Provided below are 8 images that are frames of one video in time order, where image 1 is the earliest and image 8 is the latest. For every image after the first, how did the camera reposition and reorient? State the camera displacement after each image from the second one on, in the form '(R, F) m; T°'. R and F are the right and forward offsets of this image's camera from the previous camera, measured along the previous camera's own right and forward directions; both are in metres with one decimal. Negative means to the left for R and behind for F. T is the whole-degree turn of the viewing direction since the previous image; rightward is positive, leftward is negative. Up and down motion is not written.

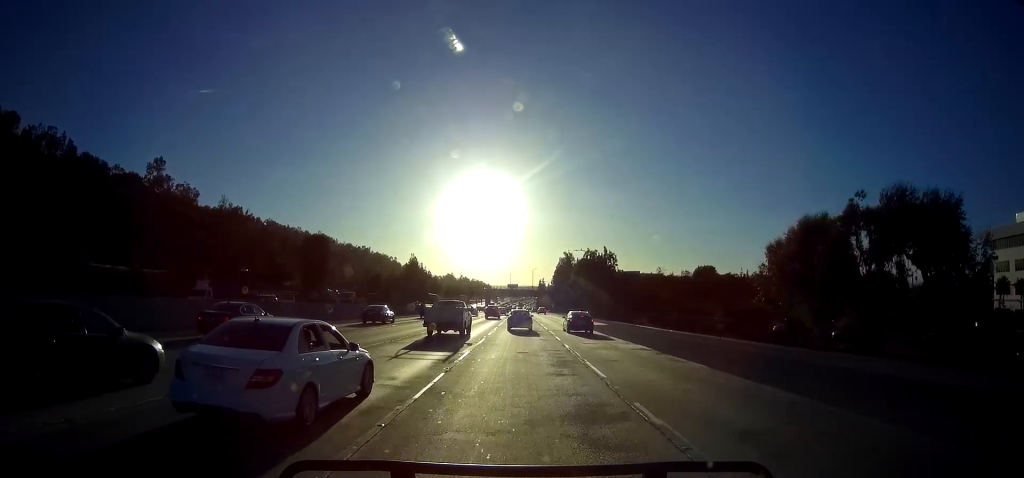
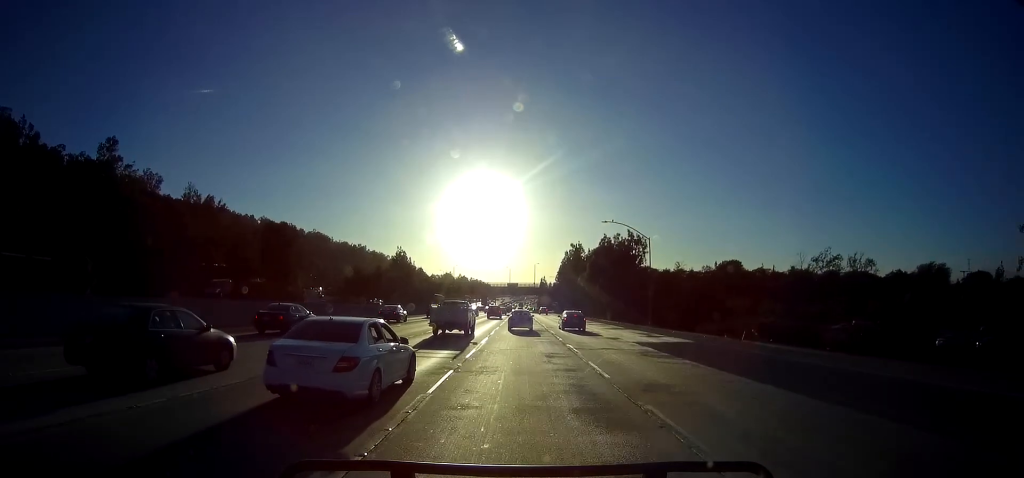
(0.0, +27.9) m; 0°
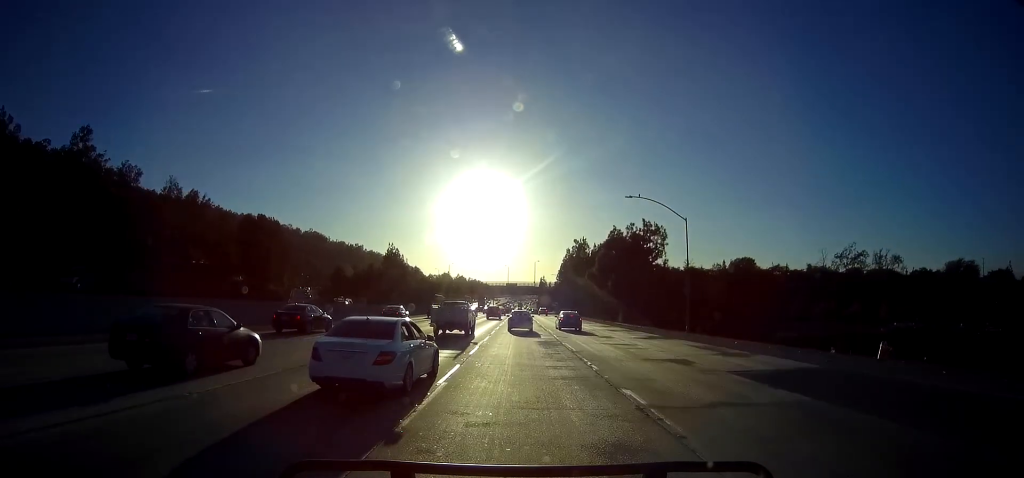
(0.0, +13.0) m; 0°
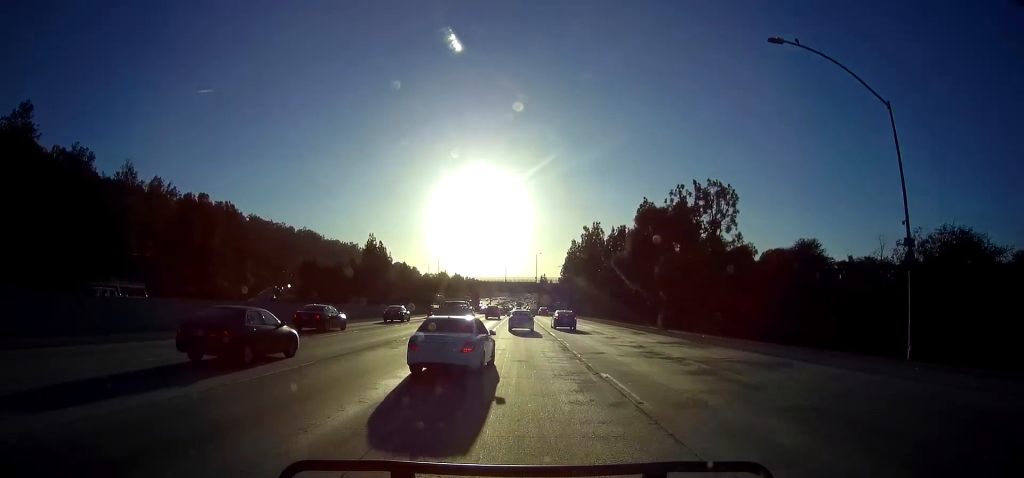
(-0.2, +26.6) m; 0°
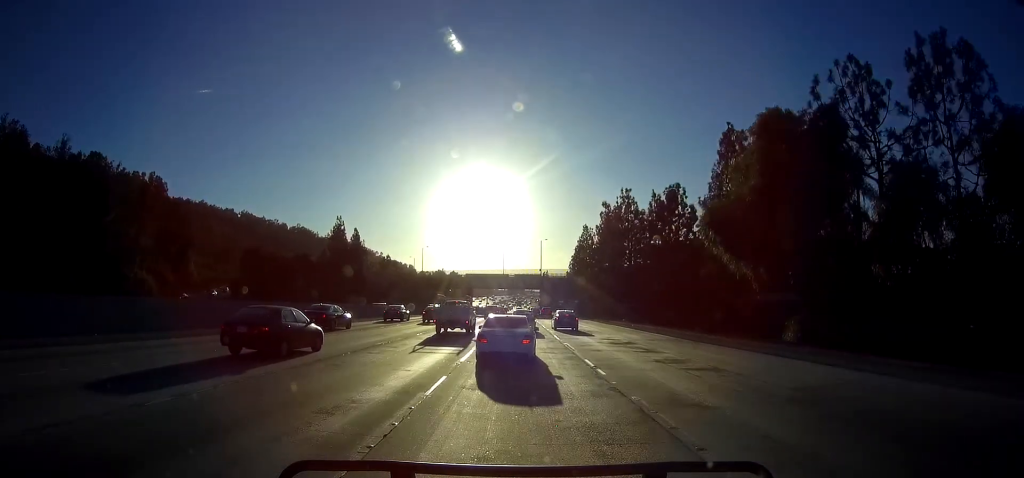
(+0.3, +33.0) m; +1°
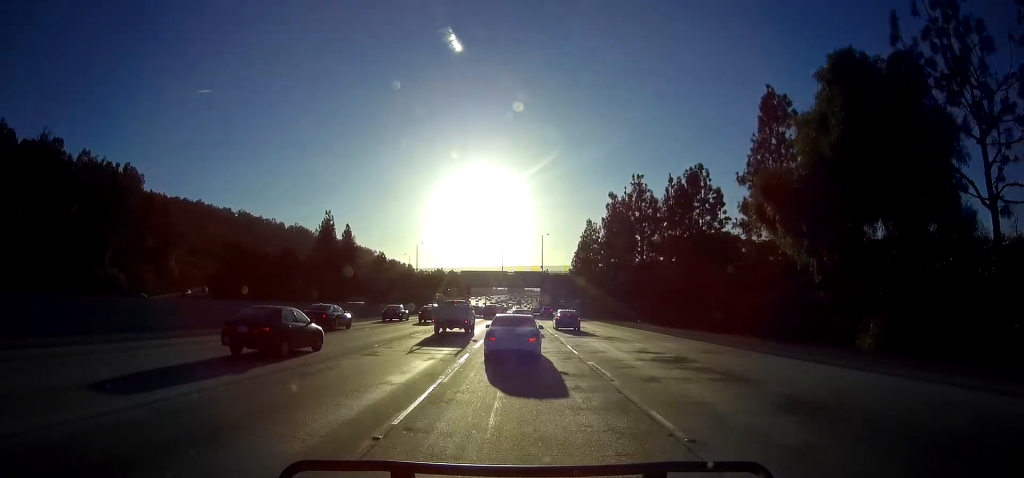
(0.0, +8.6) m; 0°
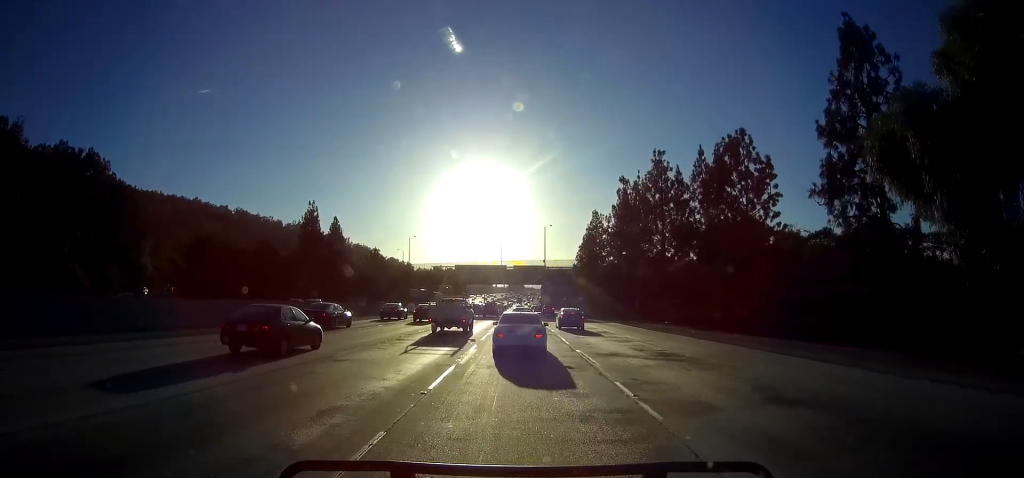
(0.0, +11.2) m; 0°
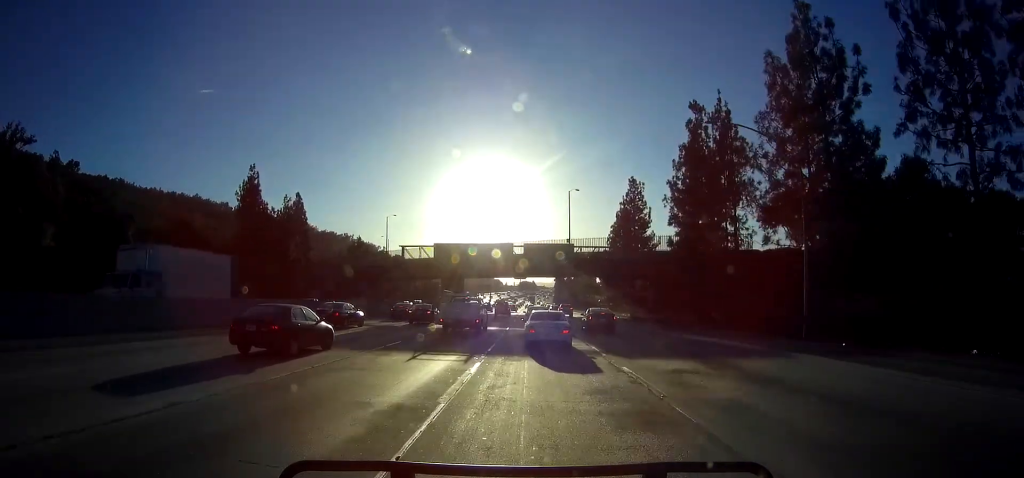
(-0.4, +34.6) m; -1°
